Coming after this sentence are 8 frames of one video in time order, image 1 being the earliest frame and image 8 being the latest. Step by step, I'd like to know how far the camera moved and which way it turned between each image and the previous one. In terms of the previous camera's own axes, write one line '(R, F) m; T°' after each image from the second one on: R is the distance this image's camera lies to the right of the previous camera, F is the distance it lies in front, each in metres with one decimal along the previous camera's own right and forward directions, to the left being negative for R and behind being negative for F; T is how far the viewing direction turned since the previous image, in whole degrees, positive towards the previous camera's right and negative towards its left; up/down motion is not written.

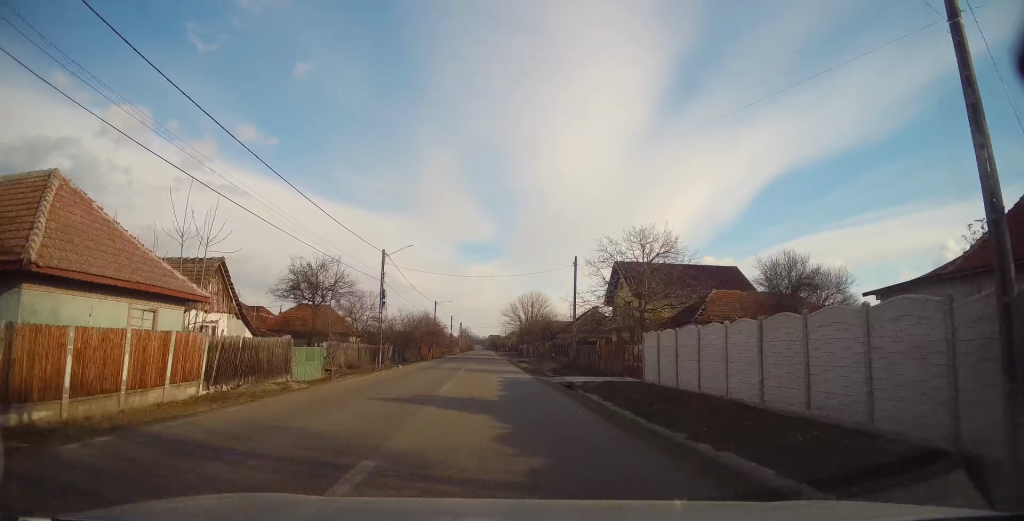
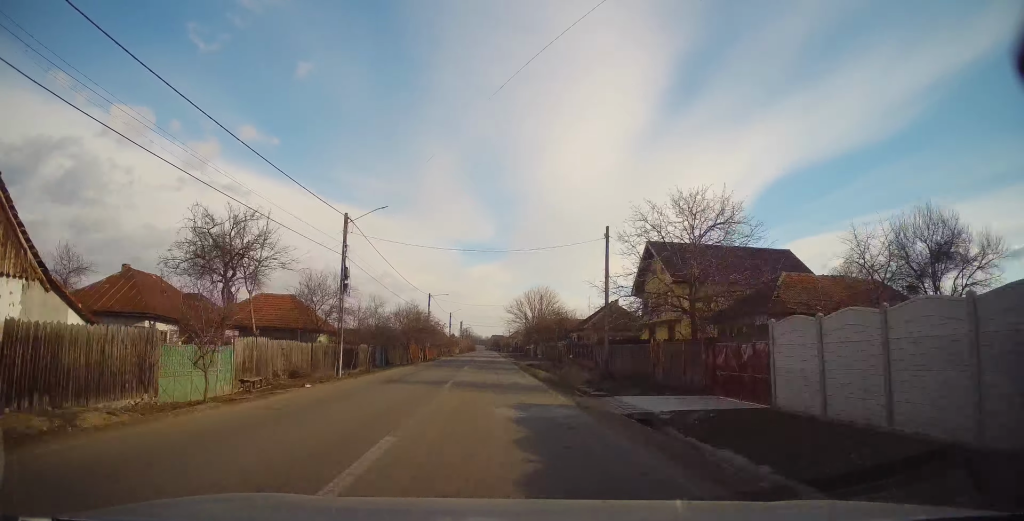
(-0.1, +10.6) m; -1°
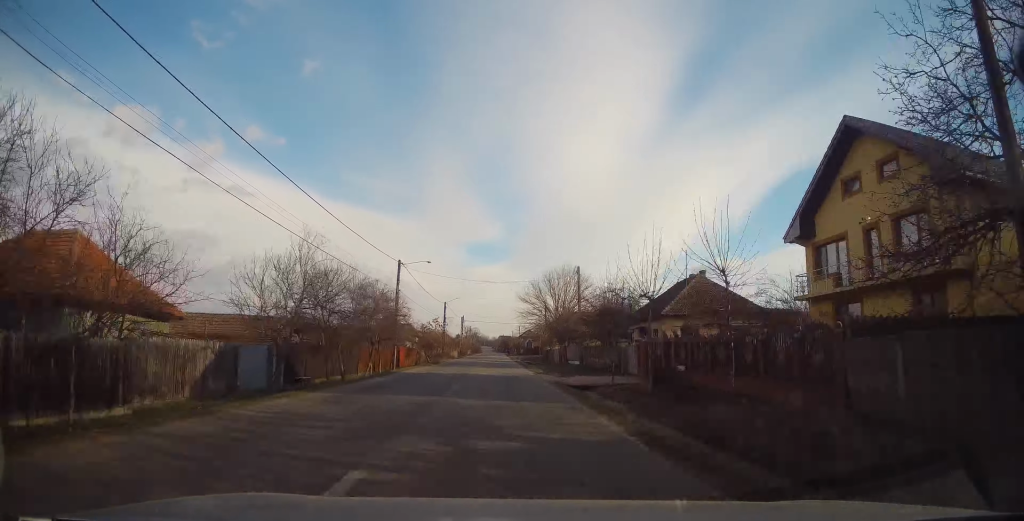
(-0.6, +26.1) m; -1°
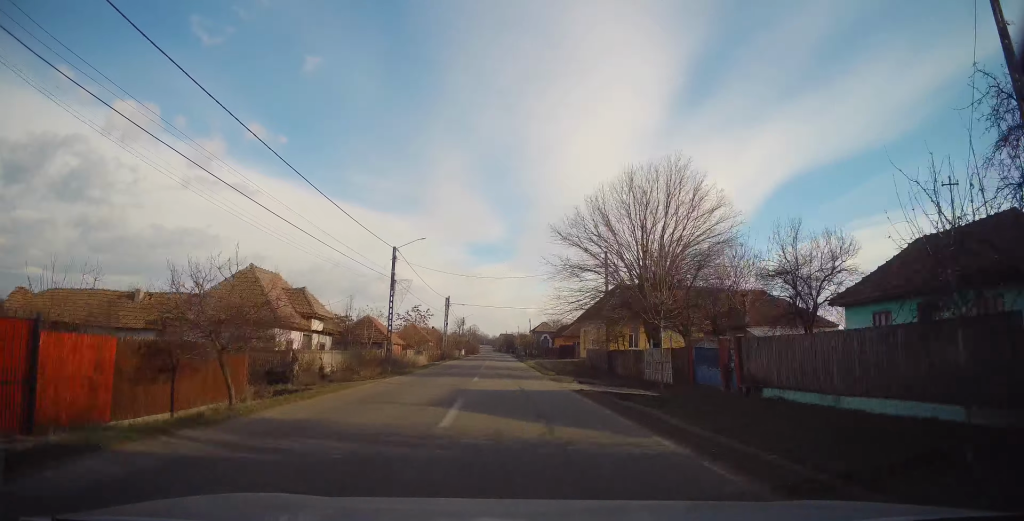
(-0.3, +40.9) m; +1°
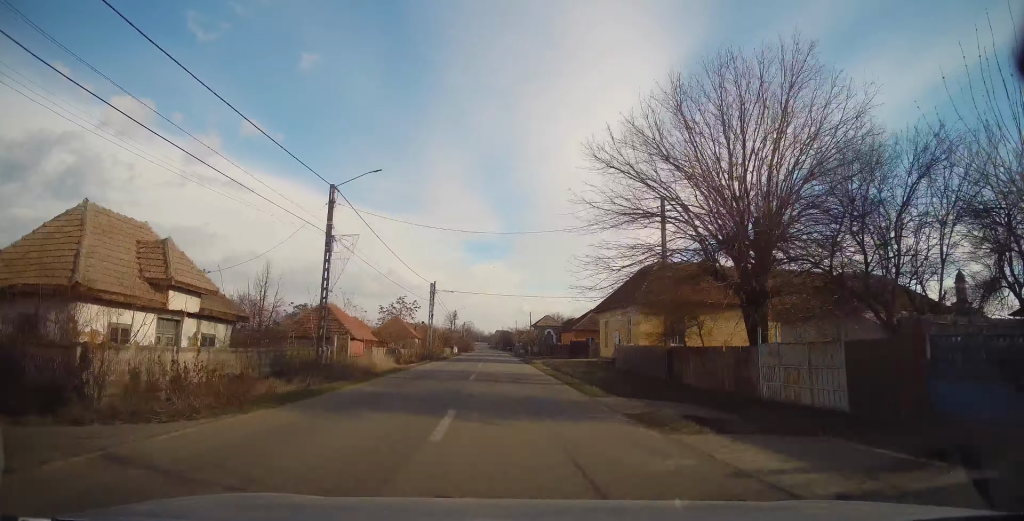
(+0.4, +13.6) m; +2°
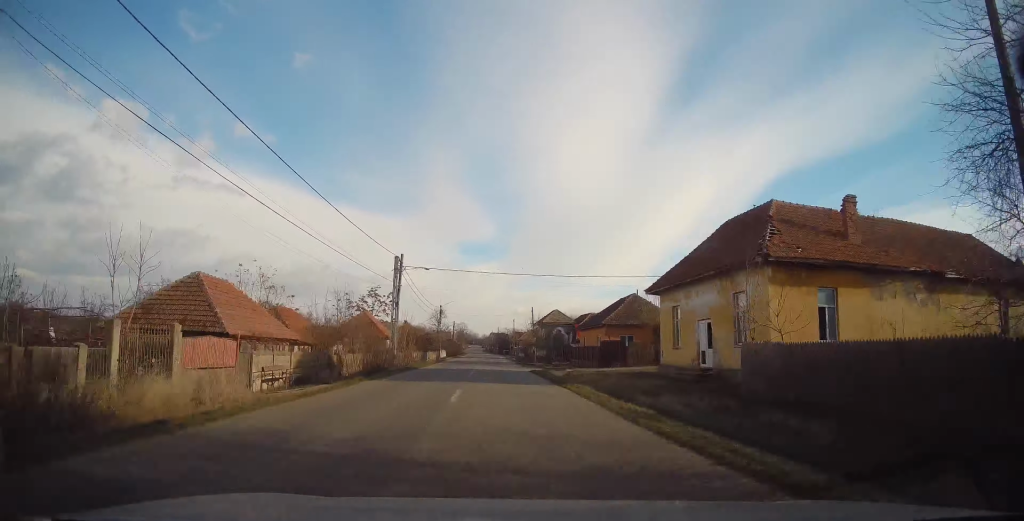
(+0.1, +18.6) m; 0°
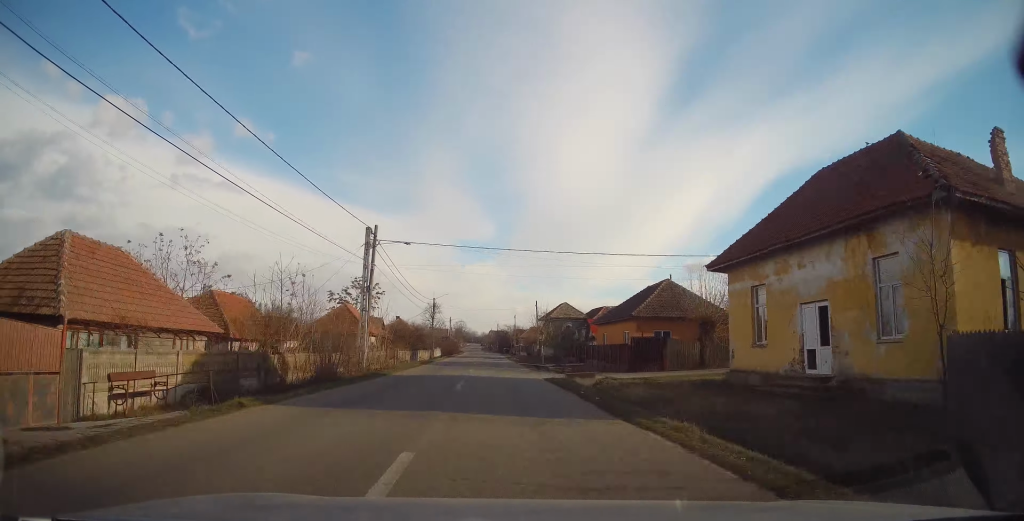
(0.0, +9.1) m; 0°
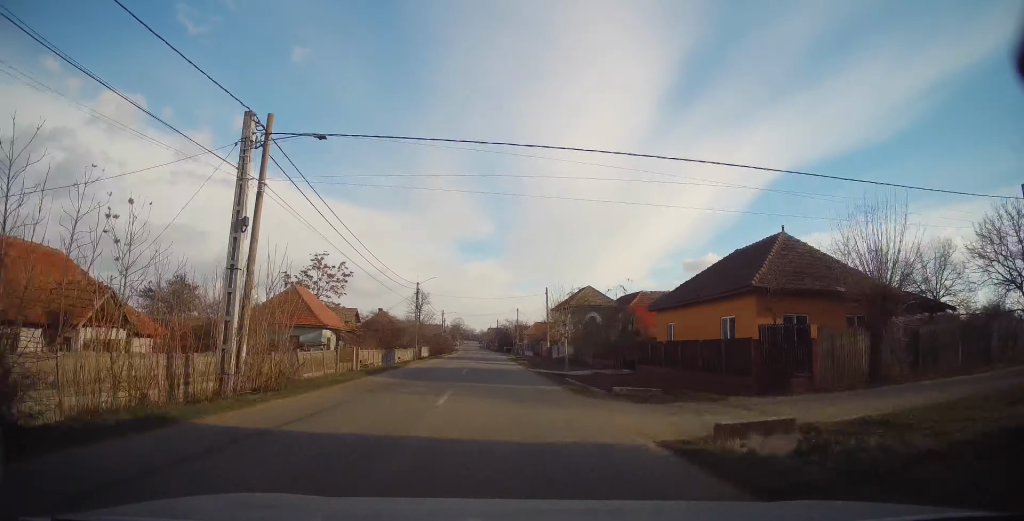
(-0.1, +16.1) m; -1°
